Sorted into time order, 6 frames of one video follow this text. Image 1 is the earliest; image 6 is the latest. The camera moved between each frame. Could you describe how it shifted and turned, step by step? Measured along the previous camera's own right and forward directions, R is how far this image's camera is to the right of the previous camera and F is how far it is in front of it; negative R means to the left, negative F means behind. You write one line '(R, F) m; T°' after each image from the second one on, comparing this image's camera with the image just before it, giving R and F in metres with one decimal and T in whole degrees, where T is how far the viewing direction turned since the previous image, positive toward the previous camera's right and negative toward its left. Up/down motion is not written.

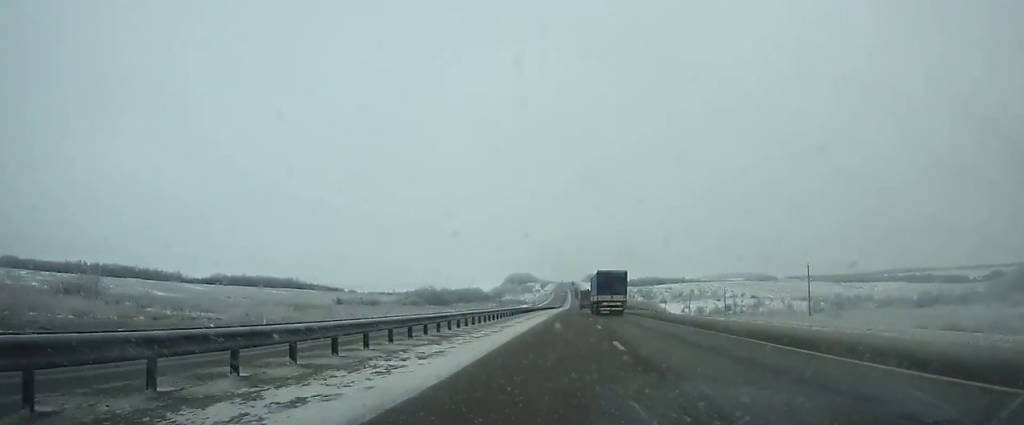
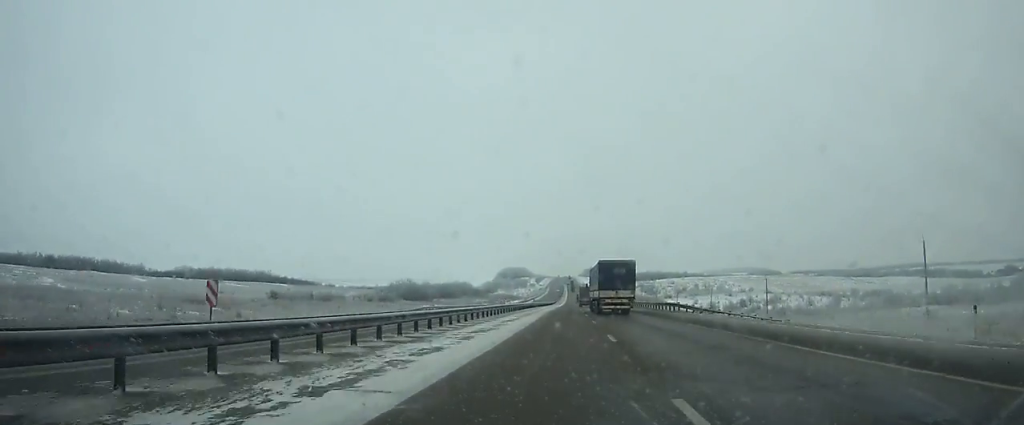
(0.0, +34.6) m; 0°
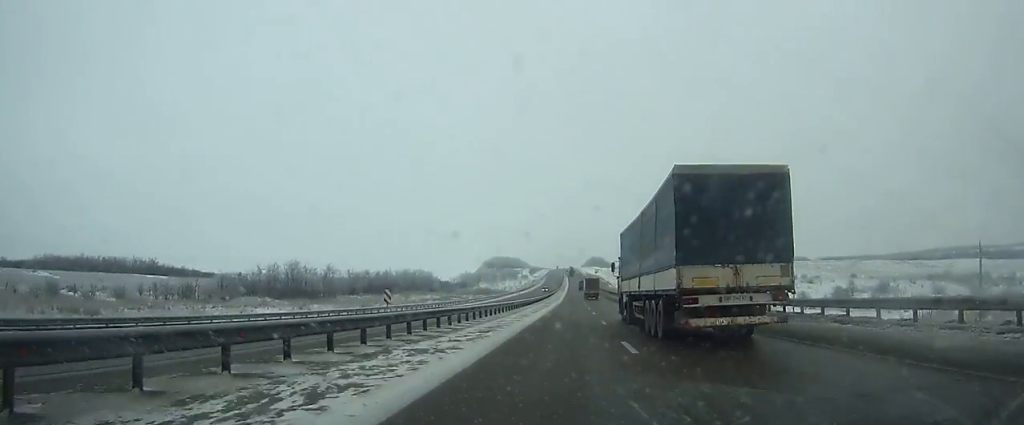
(+0.1, +112.9) m; 0°
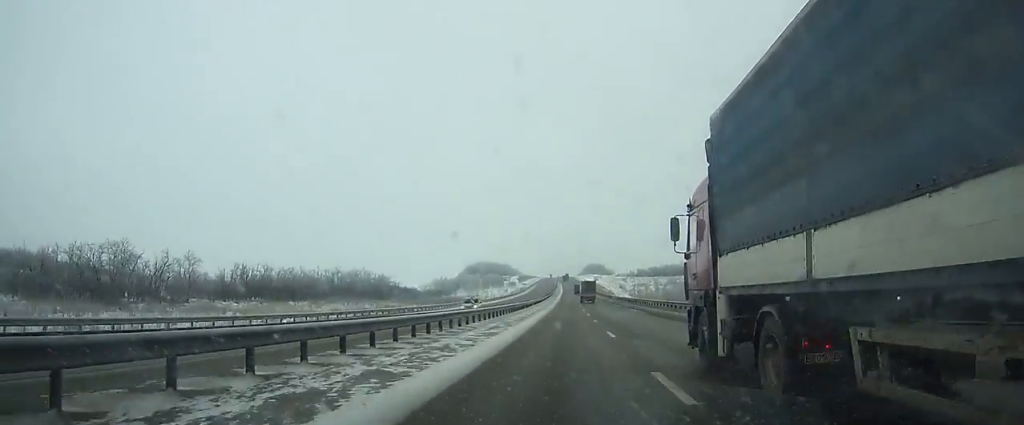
(+0.1, +65.4) m; 0°
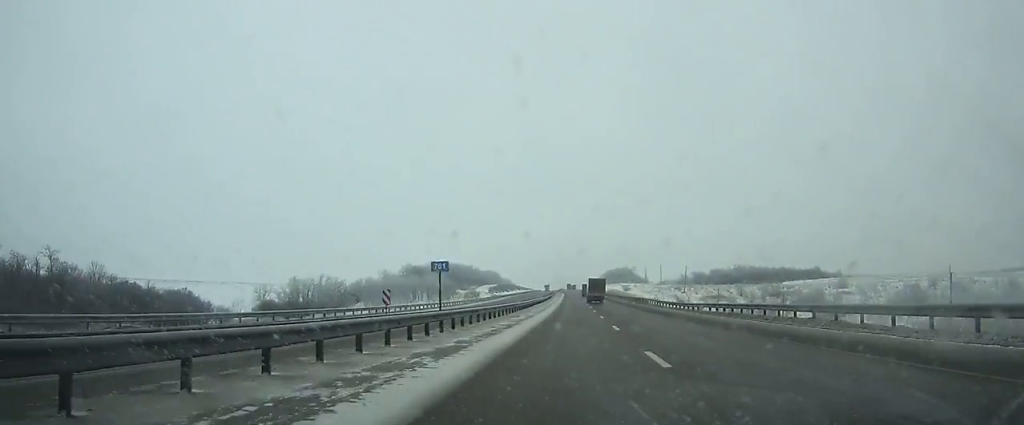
(-2.4, +173.9) m; -1°
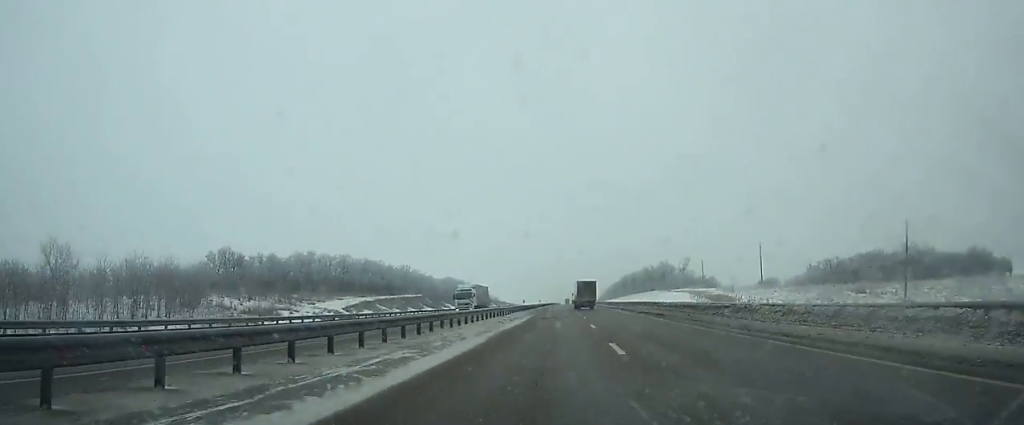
(+0.9, +140.4) m; 0°
